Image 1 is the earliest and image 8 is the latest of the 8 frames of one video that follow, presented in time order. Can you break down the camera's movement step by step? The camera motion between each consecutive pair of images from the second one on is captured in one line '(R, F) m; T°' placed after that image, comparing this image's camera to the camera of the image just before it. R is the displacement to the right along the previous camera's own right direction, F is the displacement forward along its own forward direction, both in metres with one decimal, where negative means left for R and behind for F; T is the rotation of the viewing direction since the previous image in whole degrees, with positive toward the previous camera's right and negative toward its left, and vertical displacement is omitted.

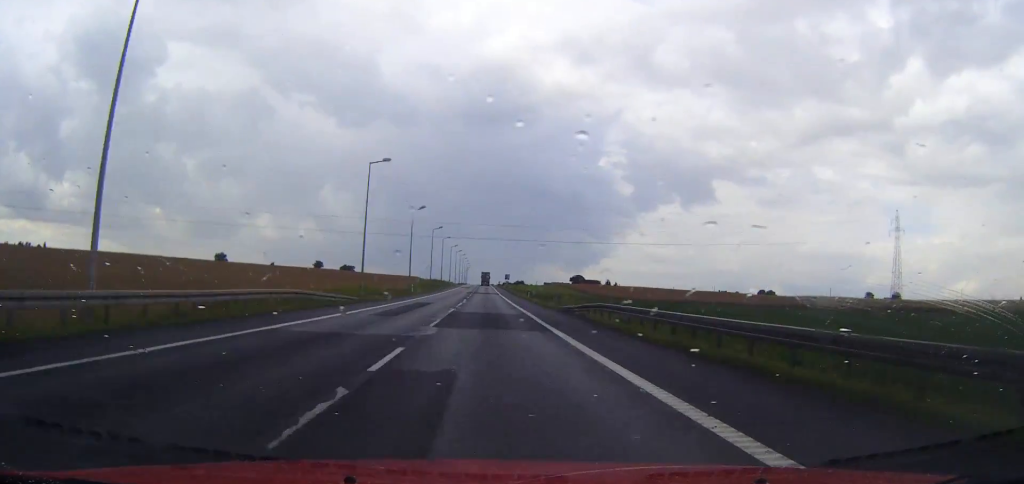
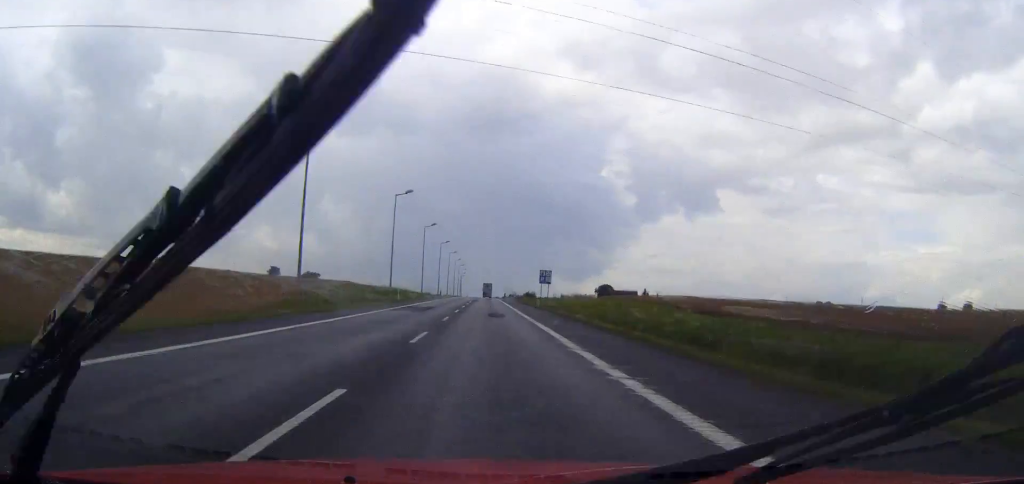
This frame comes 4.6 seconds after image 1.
(0.0, +115.2) m; 0°
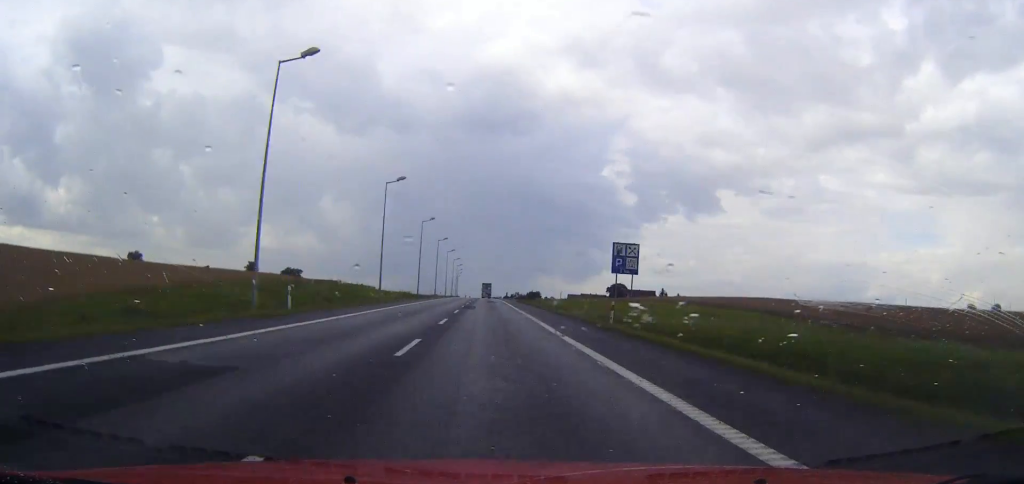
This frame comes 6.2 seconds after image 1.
(0.0, +40.0) m; 0°
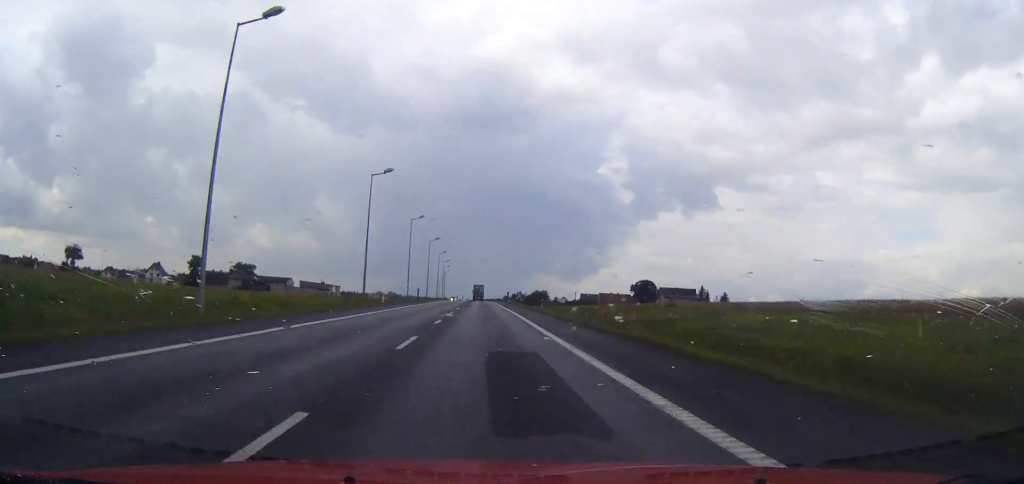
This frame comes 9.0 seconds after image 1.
(+0.2, +69.7) m; 0°
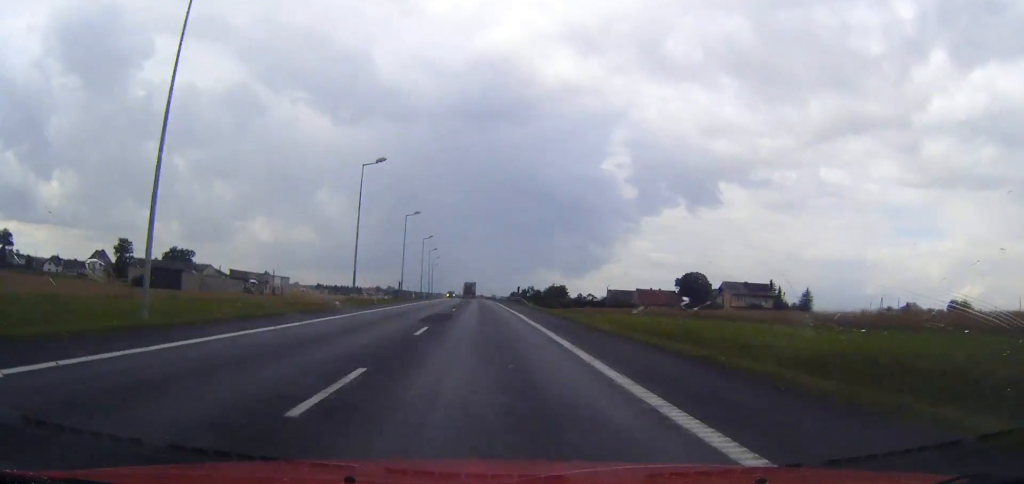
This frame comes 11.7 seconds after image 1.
(-0.1, +66.3) m; 0°
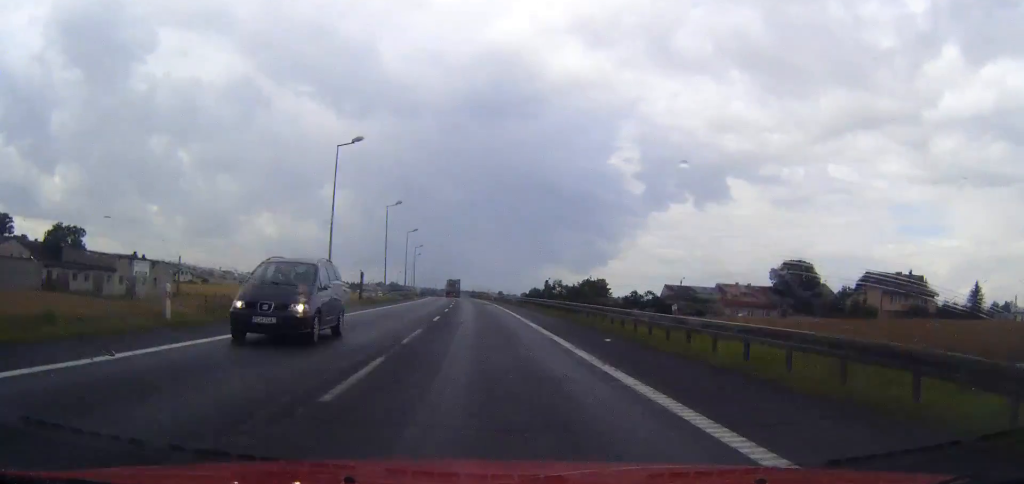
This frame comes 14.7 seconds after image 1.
(-0.4, +71.1) m; -1°
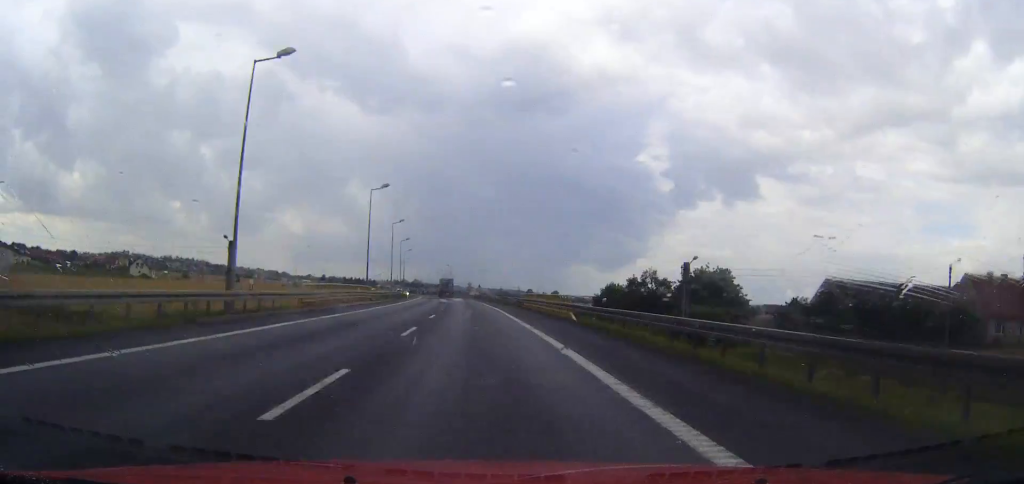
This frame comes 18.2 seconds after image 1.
(-1.5, +78.0) m; -2°
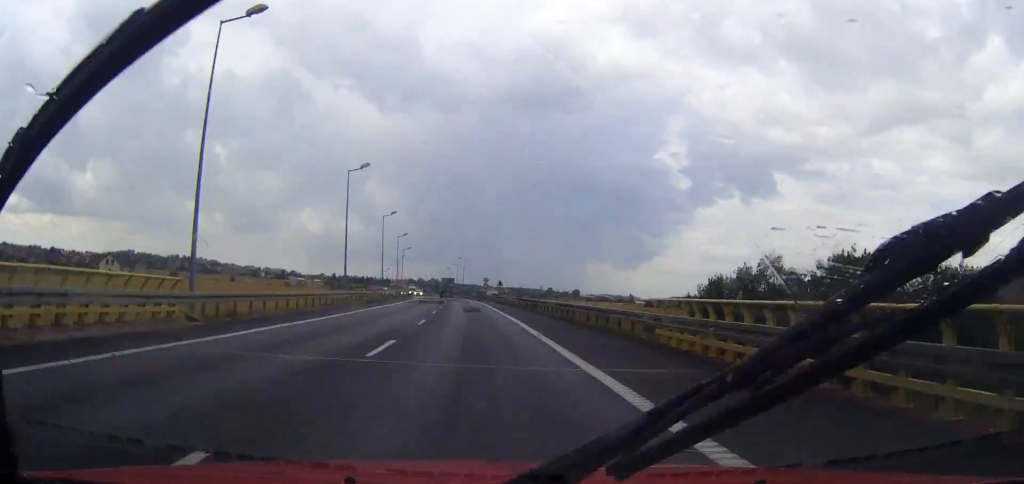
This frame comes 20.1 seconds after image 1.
(-0.6, +40.2) m; -1°
